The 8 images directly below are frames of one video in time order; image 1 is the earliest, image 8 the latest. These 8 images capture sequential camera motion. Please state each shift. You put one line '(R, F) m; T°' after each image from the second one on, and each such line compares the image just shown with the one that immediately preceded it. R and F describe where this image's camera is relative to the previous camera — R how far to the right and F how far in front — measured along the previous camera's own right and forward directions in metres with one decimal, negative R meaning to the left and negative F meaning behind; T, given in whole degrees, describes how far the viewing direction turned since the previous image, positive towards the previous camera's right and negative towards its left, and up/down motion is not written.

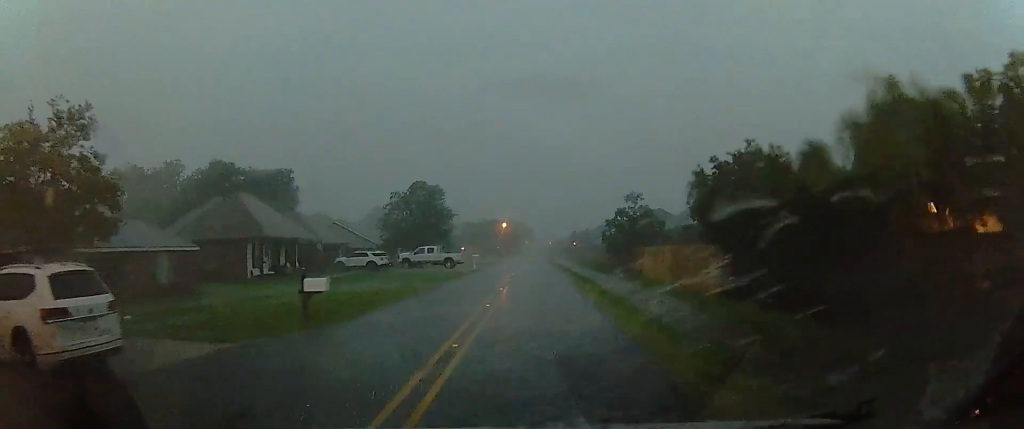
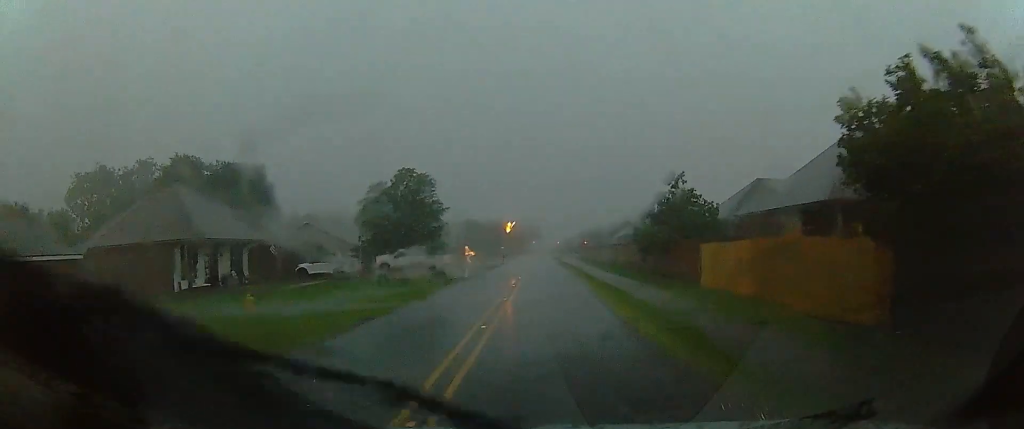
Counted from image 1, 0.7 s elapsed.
(0.0, +10.4) m; 0°
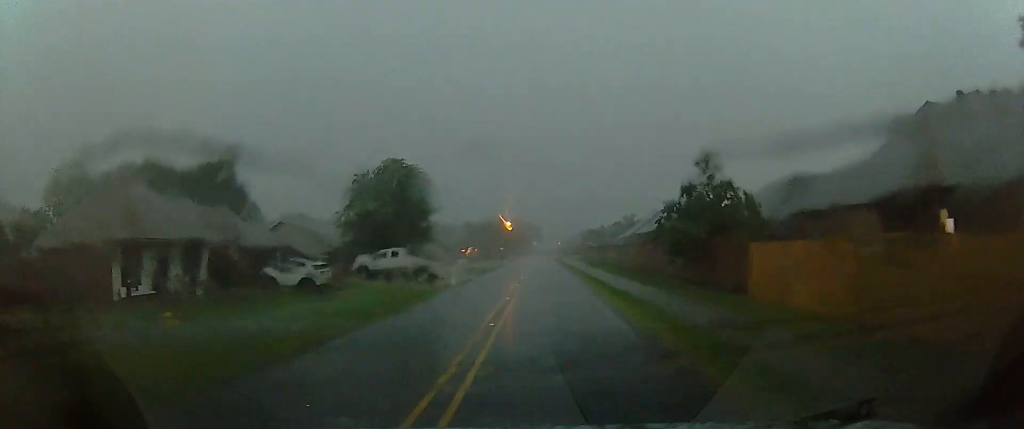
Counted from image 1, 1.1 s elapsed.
(0.0, +5.7) m; 0°
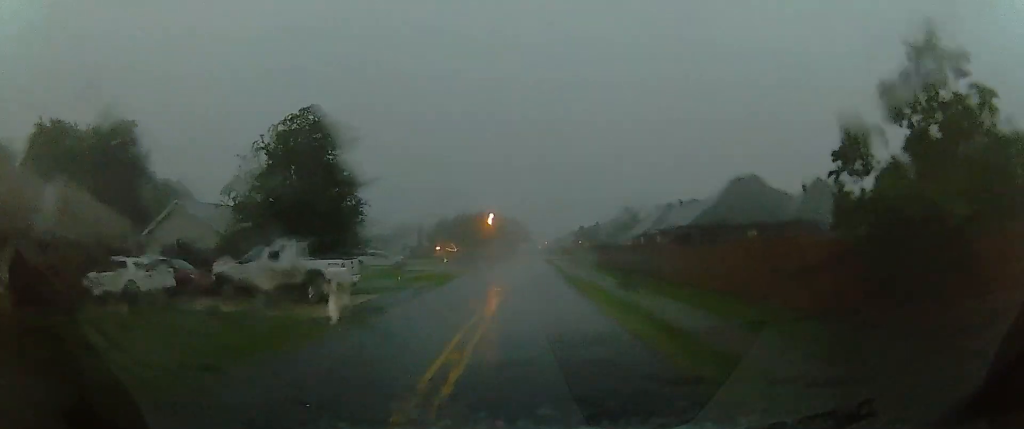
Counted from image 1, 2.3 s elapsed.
(0.0, +16.1) m; 0°
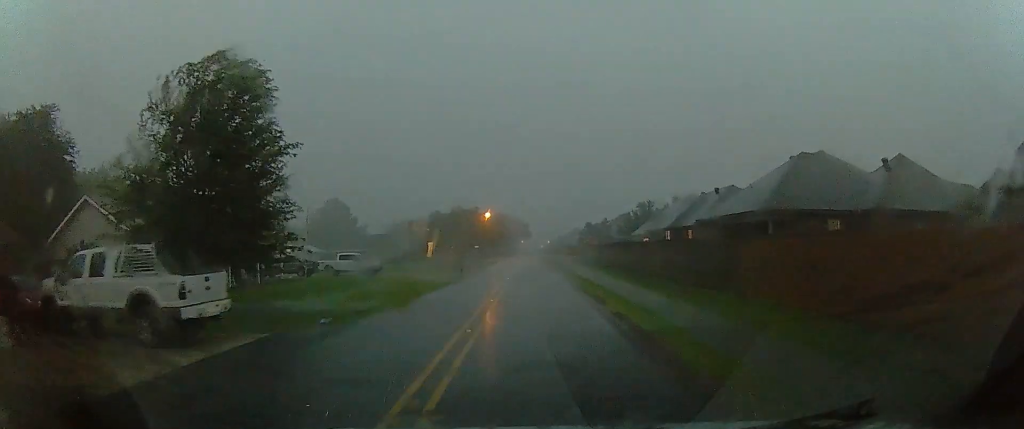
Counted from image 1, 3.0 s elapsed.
(0.0, +10.0) m; 0°
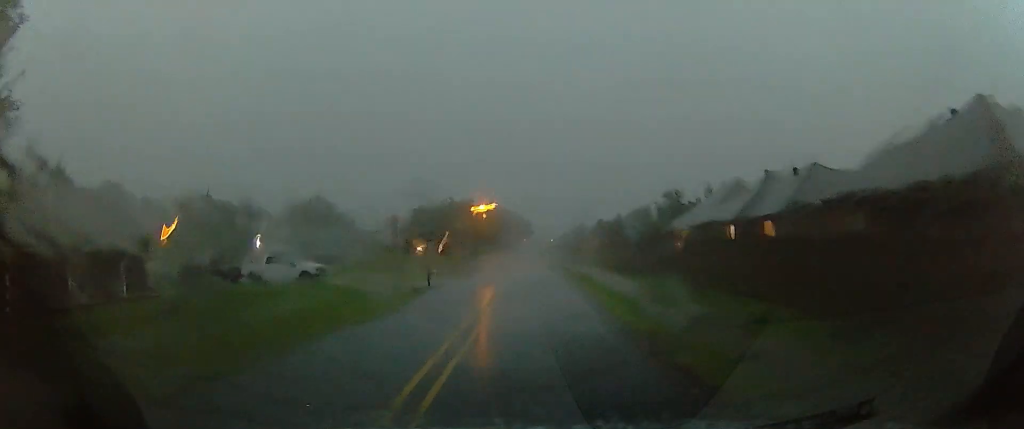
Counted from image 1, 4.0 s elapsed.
(0.0, +14.7) m; 0°
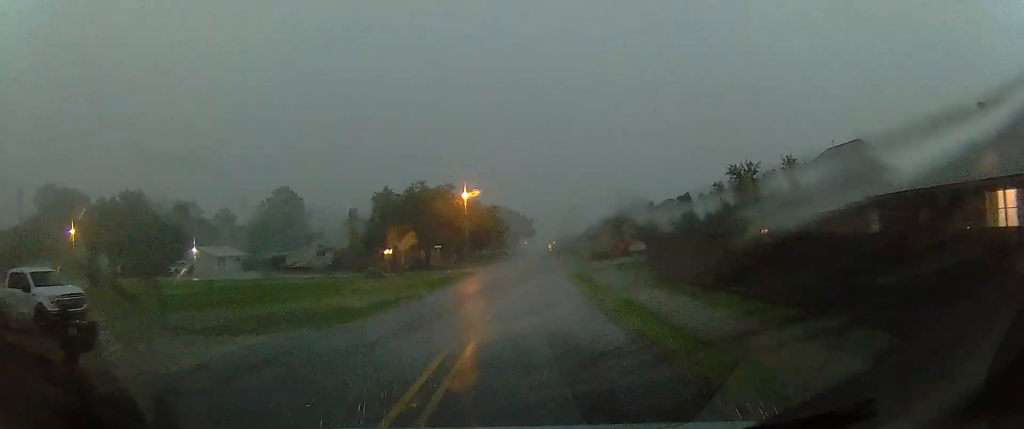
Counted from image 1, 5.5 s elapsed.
(0.0, +21.9) m; 0°
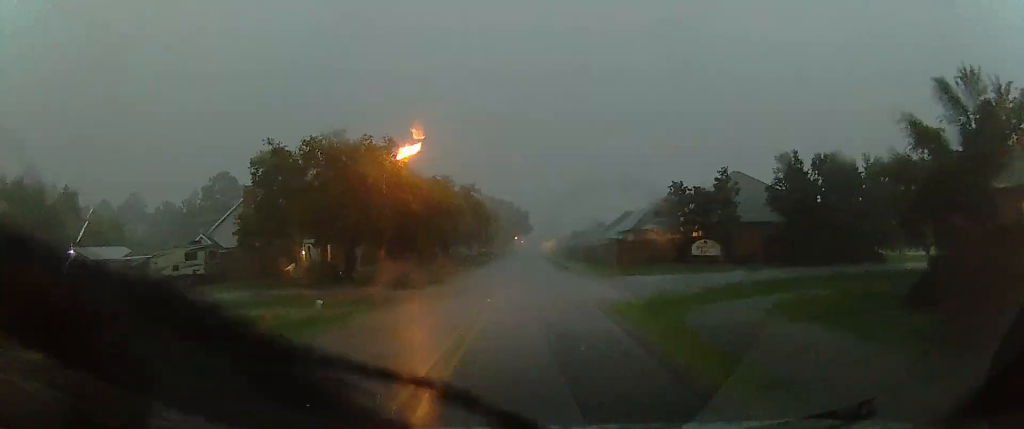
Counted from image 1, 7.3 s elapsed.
(0.0, +26.3) m; 0°
